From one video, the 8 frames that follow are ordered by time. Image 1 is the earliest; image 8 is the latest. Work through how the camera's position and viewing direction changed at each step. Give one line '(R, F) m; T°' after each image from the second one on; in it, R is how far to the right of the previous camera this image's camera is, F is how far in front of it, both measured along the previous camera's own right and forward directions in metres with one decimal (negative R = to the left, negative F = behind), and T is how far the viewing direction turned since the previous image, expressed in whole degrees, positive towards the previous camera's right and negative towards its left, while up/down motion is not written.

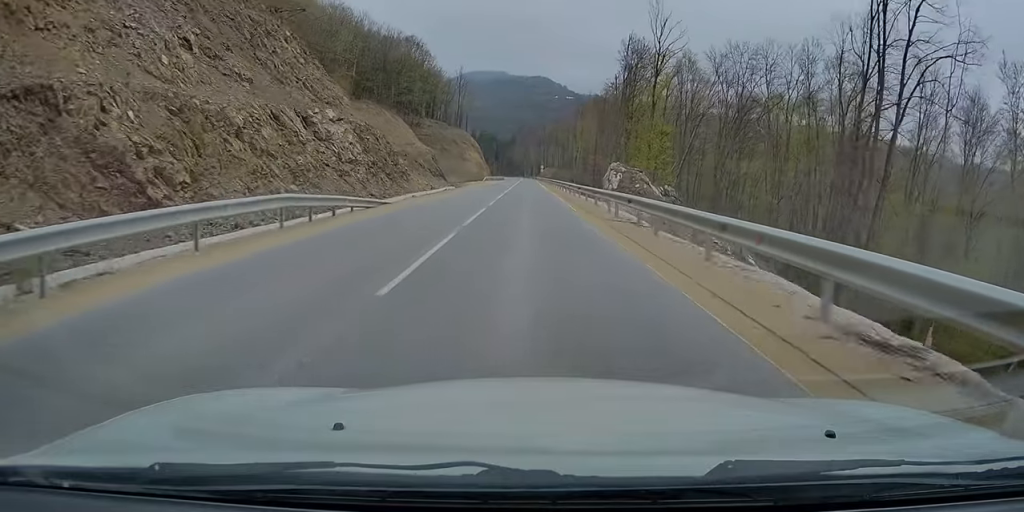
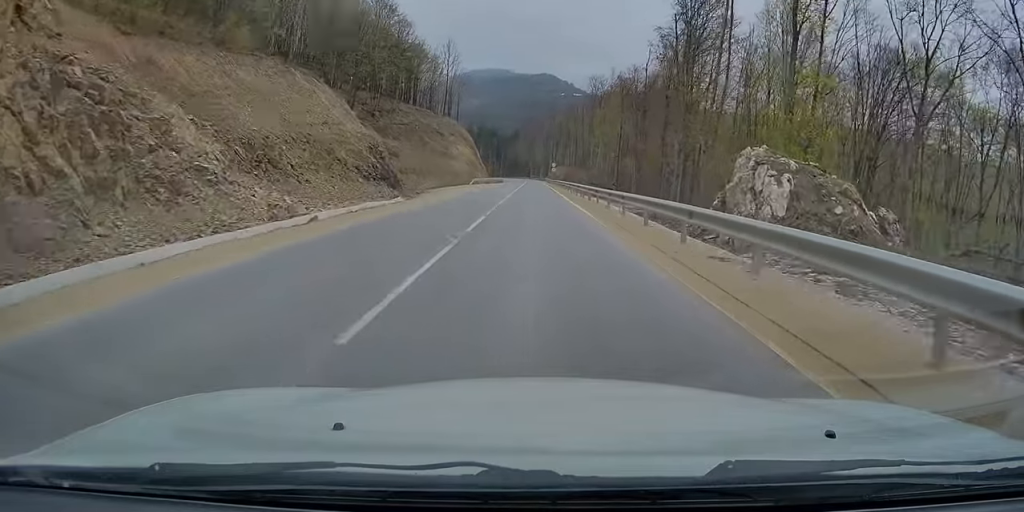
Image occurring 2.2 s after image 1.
(+0.3, +37.5) m; +1°
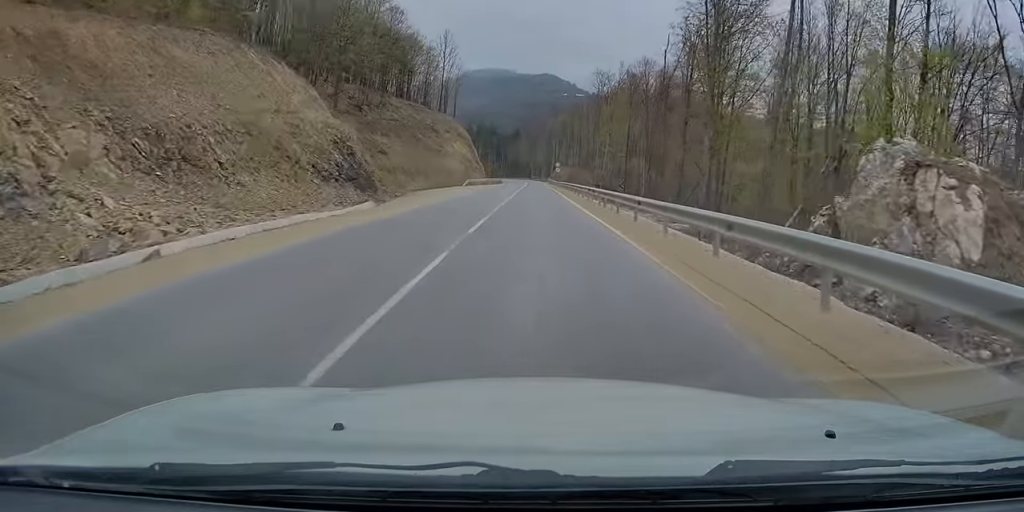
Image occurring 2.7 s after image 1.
(+0.2, +9.9) m; 0°
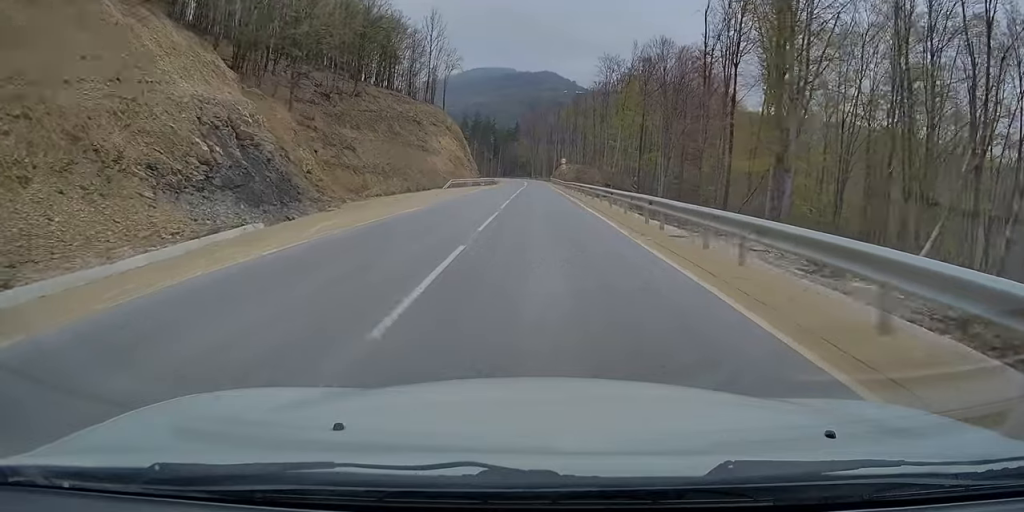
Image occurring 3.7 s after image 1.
(-0.3, +16.9) m; -1°
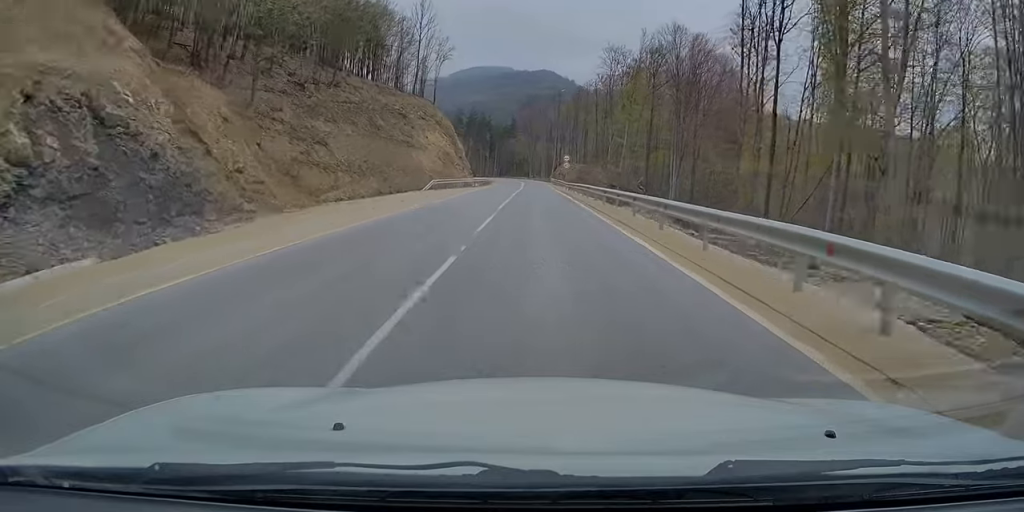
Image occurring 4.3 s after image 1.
(0.0, +9.9) m; 0°
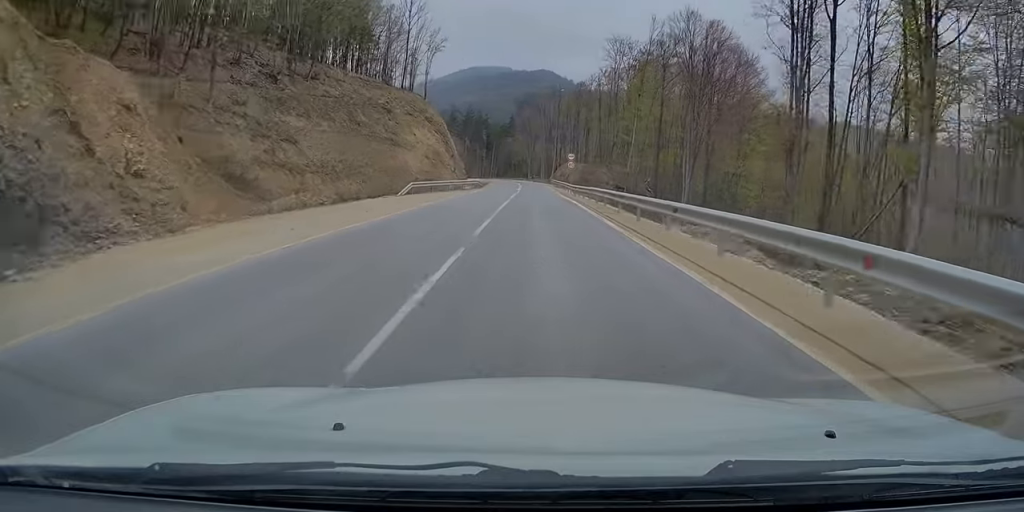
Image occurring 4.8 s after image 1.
(-0.1, +8.8) m; +1°
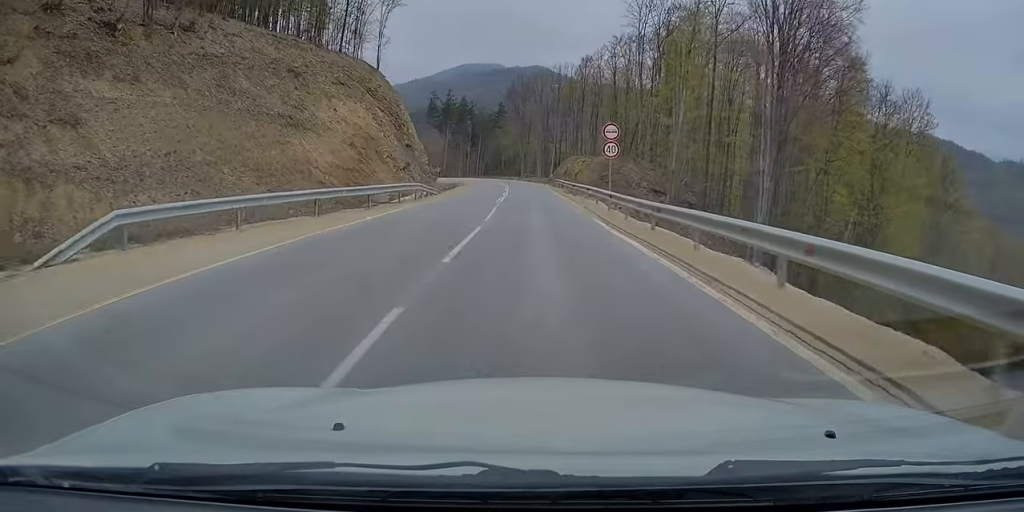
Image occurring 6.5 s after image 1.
(+0.8, +30.6) m; +1°
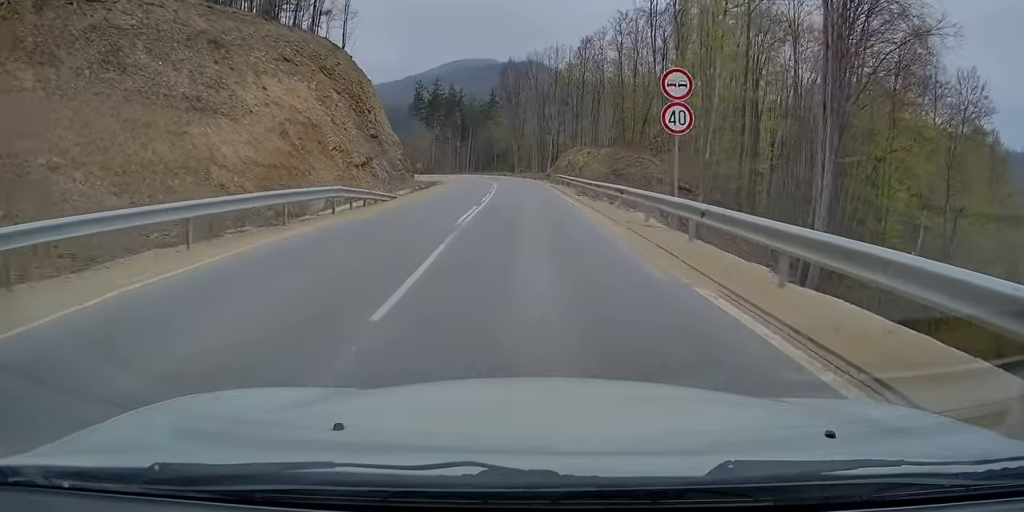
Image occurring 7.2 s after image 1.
(-0.1, +12.5) m; -1°
